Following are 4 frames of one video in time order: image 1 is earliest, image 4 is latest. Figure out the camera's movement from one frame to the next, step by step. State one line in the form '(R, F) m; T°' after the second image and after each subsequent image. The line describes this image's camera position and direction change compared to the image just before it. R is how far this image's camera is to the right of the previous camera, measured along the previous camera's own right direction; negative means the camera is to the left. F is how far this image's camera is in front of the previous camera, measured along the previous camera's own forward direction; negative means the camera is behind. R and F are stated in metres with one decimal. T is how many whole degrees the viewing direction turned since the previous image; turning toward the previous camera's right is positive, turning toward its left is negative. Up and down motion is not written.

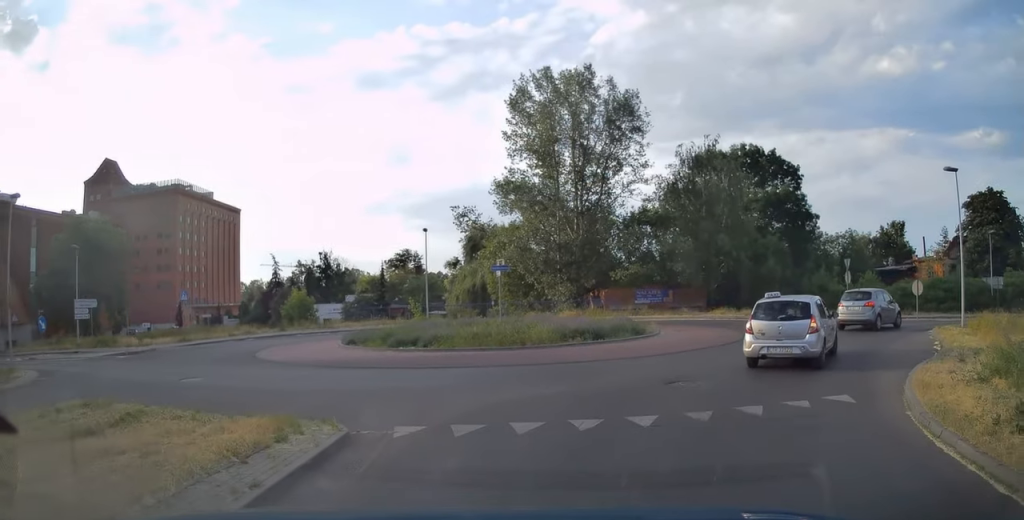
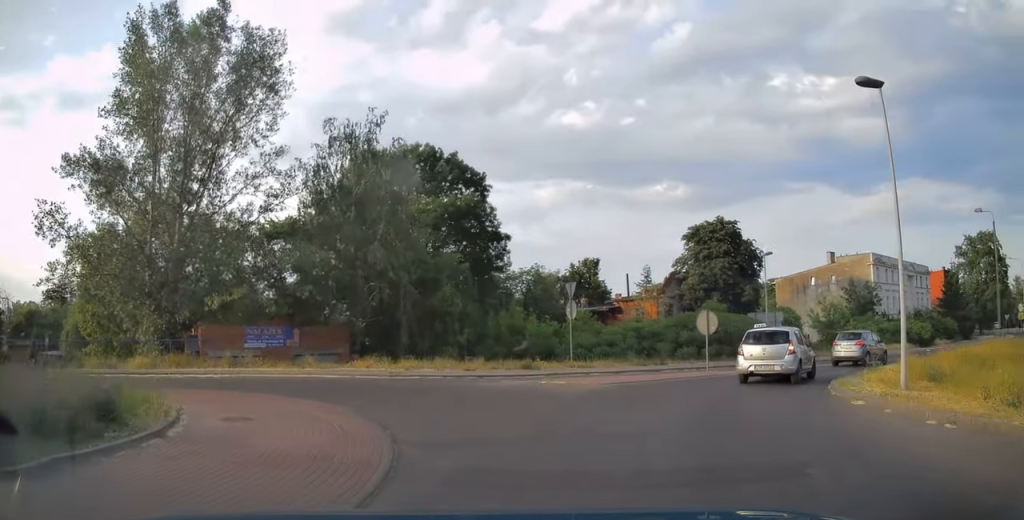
(+3.2, +14.1) m; +28°
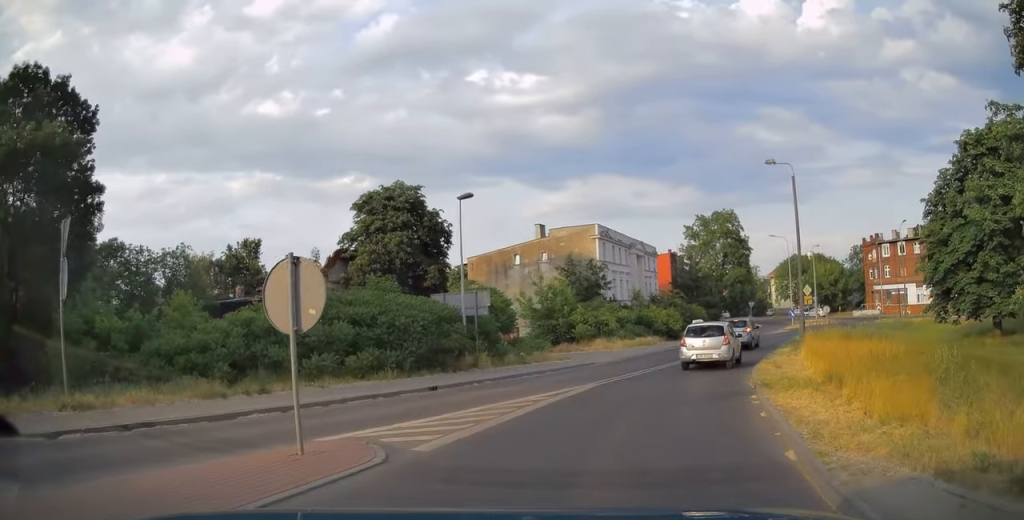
(+3.8, +14.2) m; +29°
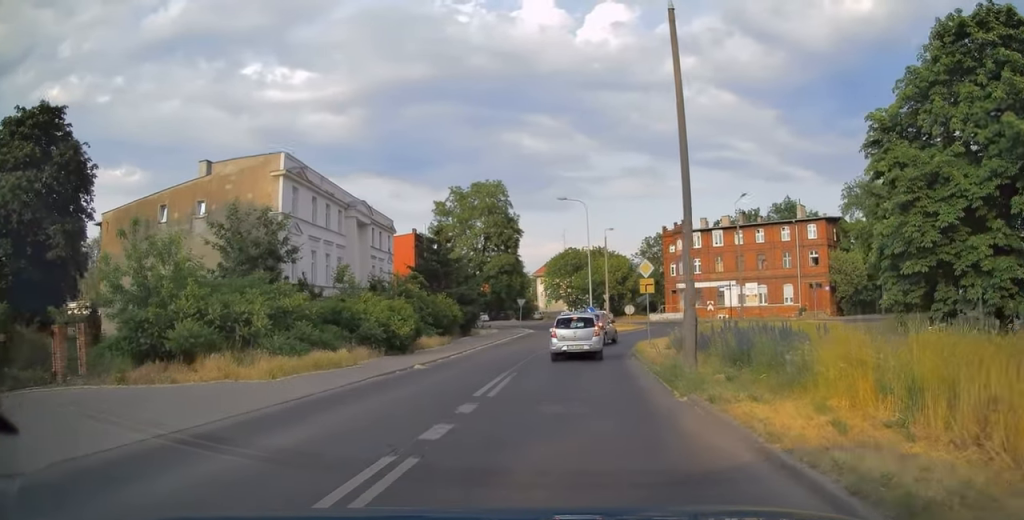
(+4.8, +19.5) m; +23°
